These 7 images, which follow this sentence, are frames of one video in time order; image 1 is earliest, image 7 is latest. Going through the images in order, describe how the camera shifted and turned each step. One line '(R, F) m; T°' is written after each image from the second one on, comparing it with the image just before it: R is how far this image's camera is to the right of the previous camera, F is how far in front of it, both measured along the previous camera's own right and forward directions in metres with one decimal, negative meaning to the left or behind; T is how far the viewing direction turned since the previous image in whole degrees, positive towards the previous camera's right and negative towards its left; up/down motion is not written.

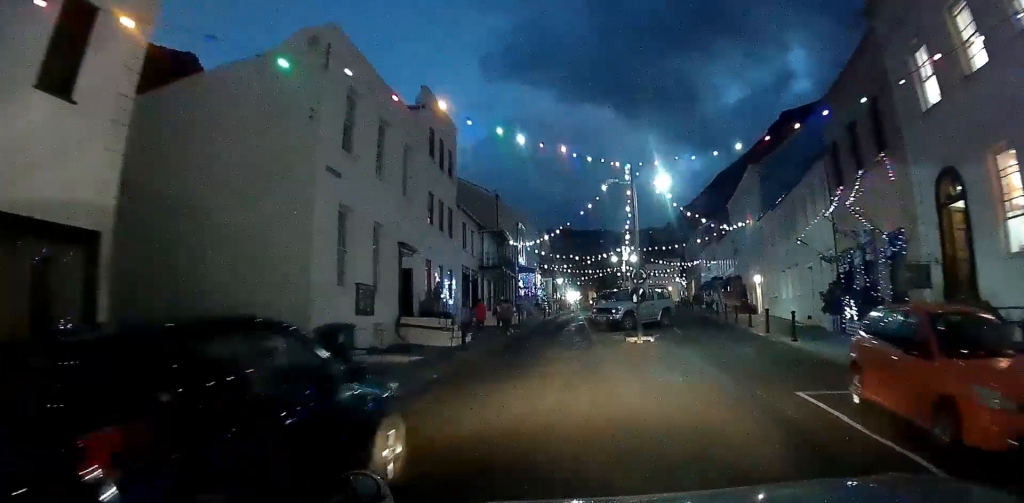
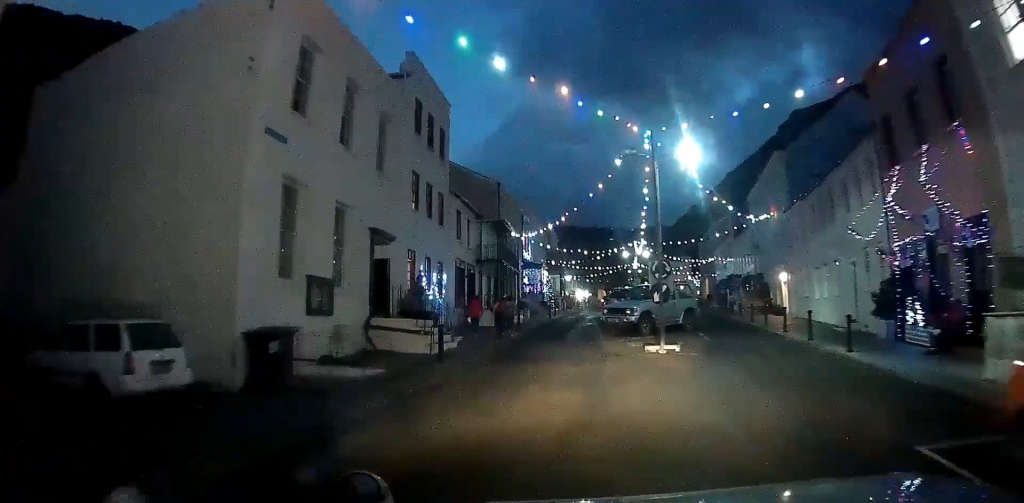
(0.0, +3.4) m; -2°
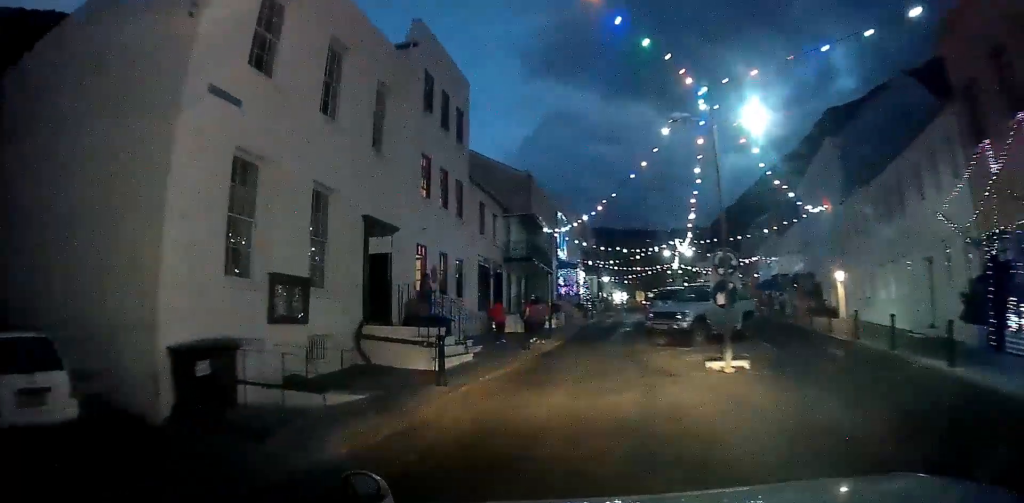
(-0.1, +3.2) m; -1°
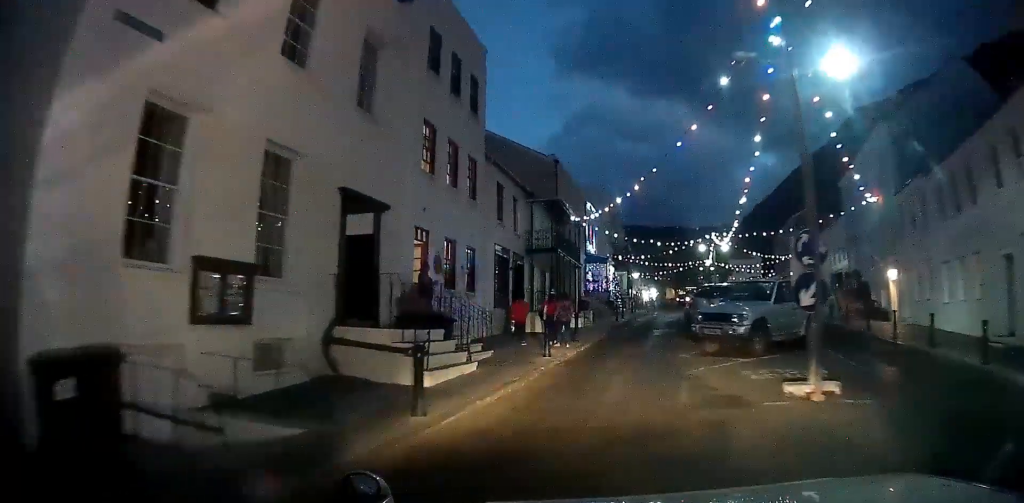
(-0.1, +3.0) m; 0°
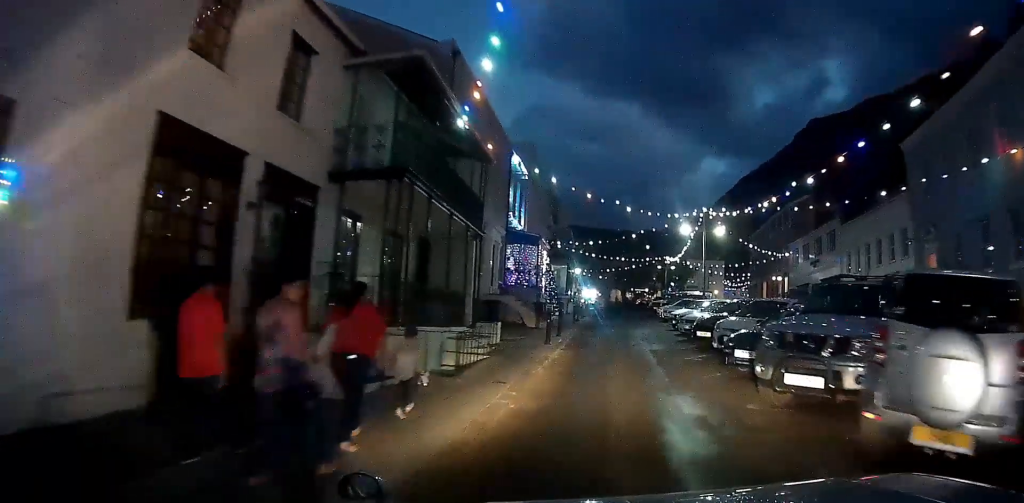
(+0.2, +15.5) m; +3°
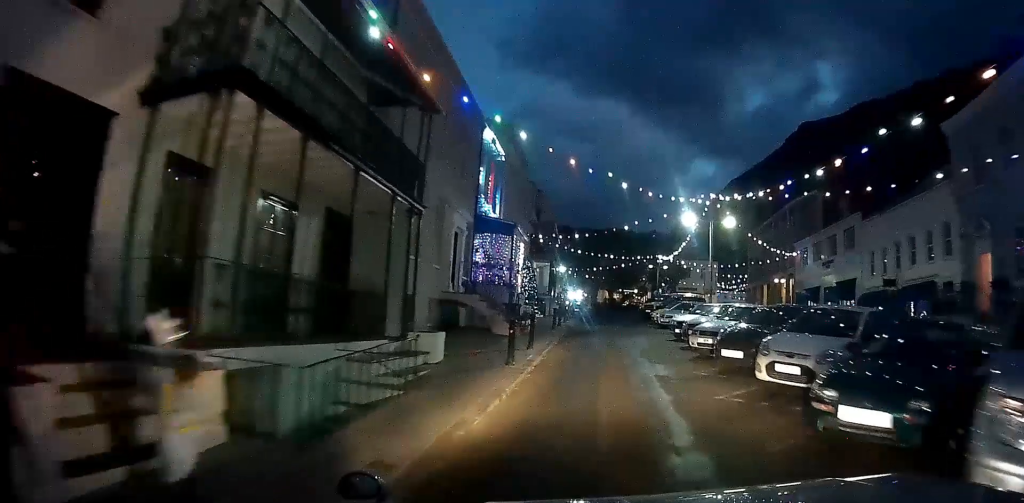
(+0.1, +4.8) m; +2°
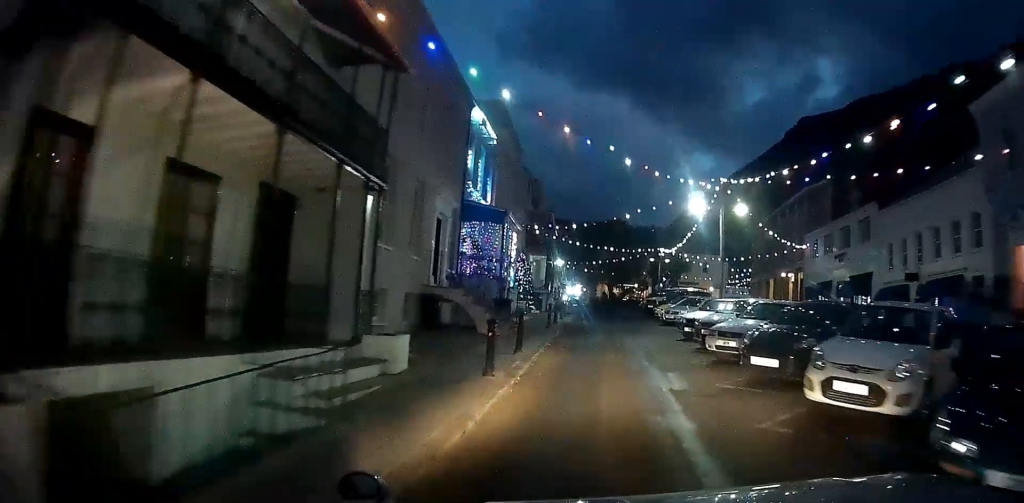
(0.0, +2.2) m; 0°
